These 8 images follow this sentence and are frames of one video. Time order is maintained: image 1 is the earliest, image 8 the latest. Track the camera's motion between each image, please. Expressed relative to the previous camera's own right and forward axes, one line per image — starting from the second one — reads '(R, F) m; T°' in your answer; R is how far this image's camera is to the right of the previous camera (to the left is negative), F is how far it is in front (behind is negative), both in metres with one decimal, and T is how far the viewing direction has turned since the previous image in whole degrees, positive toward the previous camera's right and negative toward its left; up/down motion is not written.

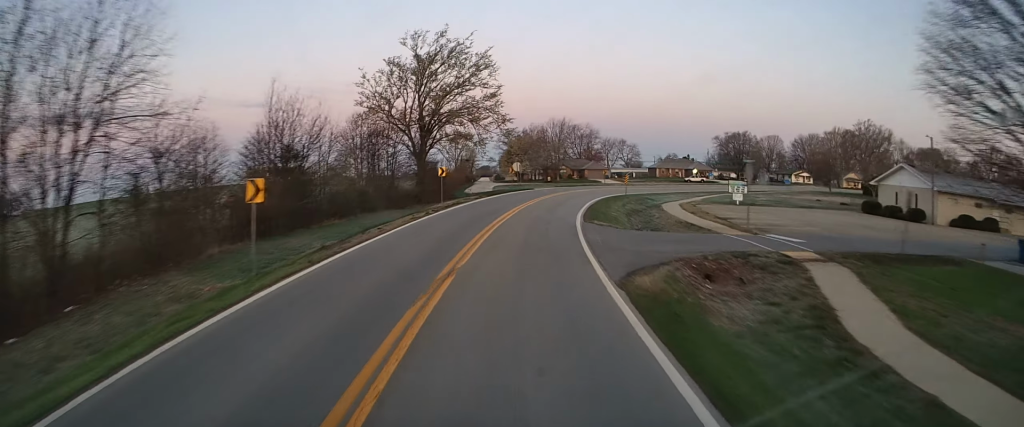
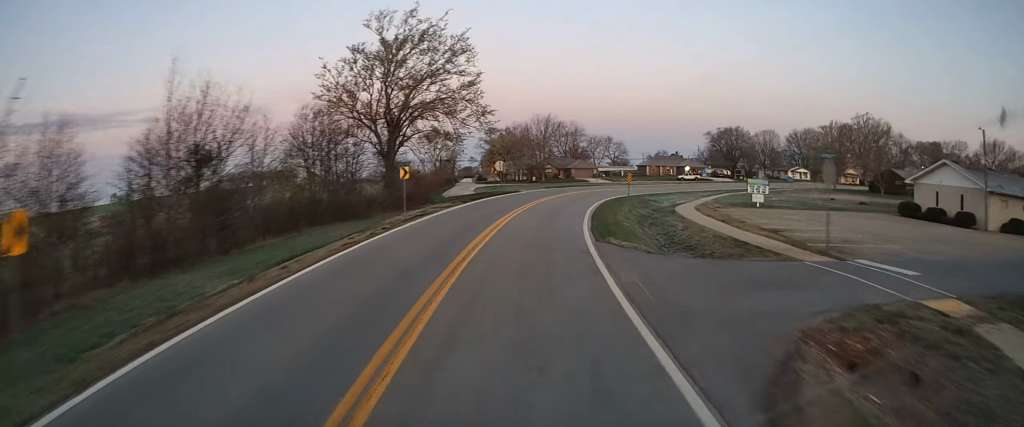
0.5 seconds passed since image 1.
(+0.1, +8.6) m; 0°
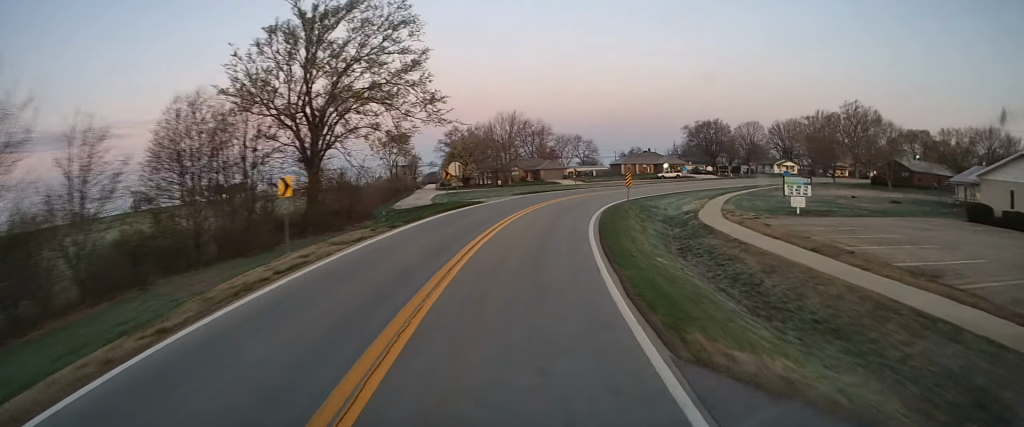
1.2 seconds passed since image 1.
(-0.2, +12.7) m; +1°
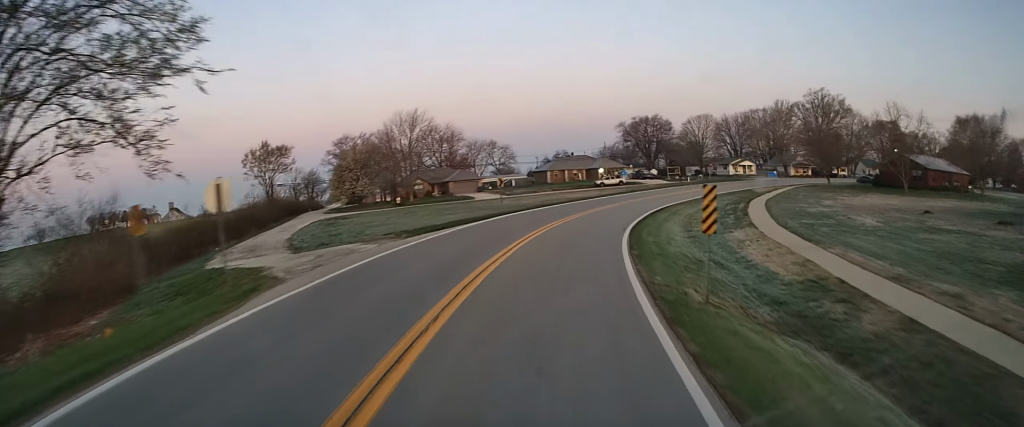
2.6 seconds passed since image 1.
(+0.8, +25.8) m; +3°
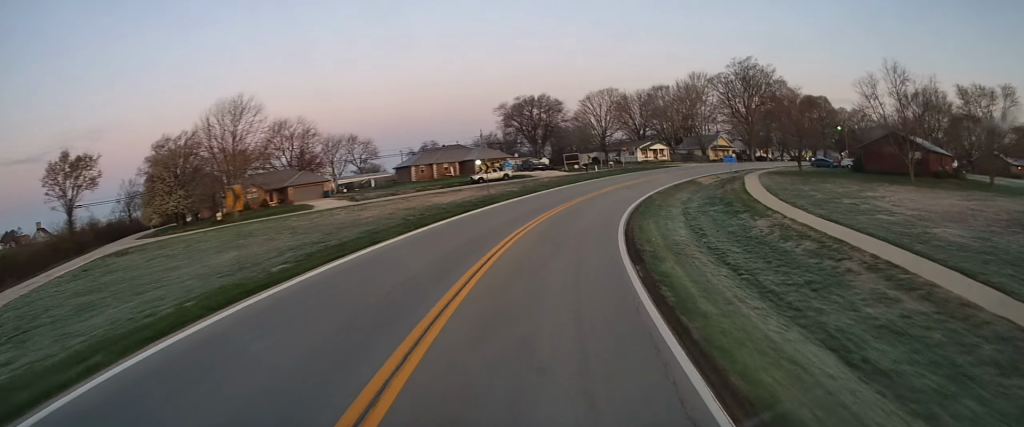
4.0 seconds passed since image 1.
(+0.6, +25.4) m; +8°
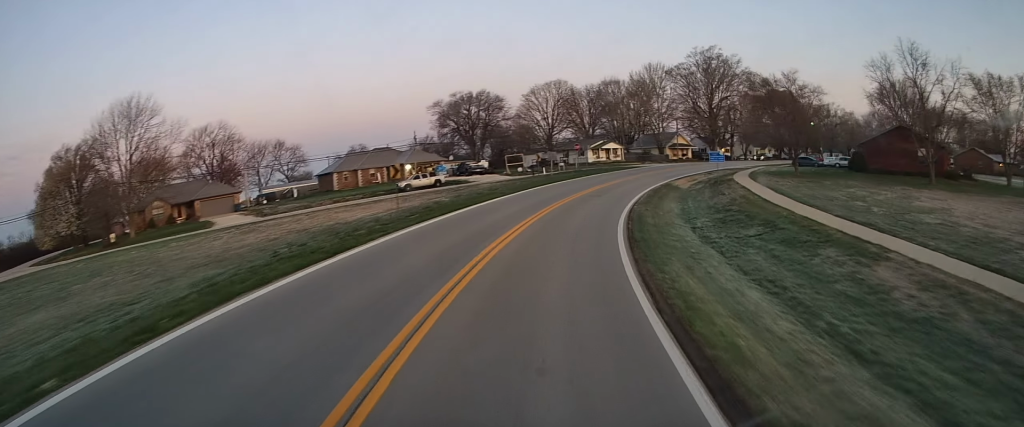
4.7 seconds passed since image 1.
(+0.6, +12.1) m; +7°
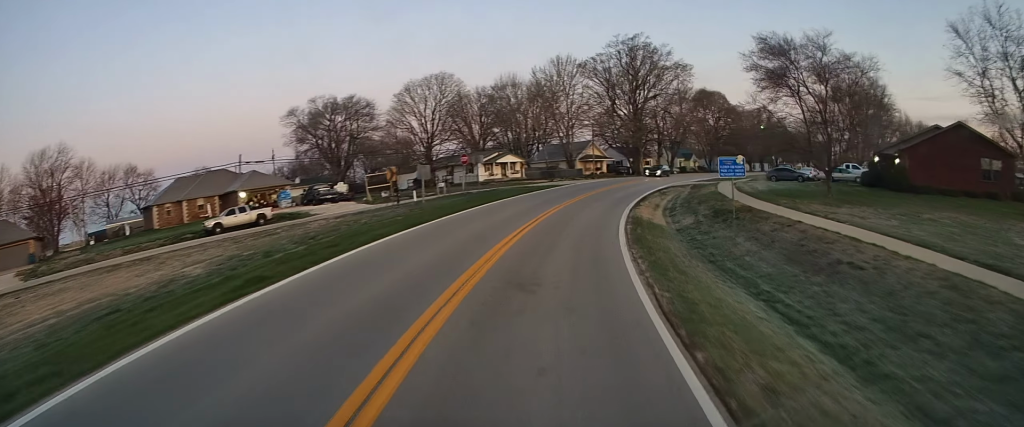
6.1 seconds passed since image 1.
(+2.3, +23.0) m; +10°
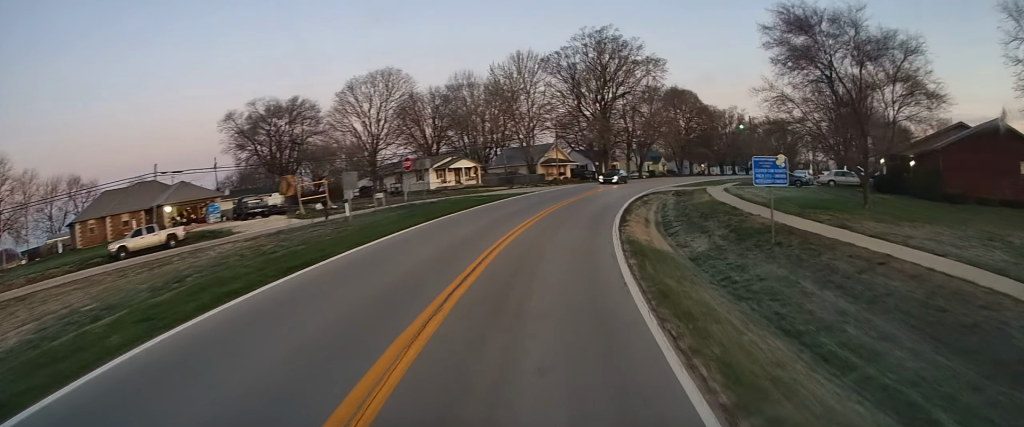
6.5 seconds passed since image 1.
(-0.1, +8.0) m; +3°
